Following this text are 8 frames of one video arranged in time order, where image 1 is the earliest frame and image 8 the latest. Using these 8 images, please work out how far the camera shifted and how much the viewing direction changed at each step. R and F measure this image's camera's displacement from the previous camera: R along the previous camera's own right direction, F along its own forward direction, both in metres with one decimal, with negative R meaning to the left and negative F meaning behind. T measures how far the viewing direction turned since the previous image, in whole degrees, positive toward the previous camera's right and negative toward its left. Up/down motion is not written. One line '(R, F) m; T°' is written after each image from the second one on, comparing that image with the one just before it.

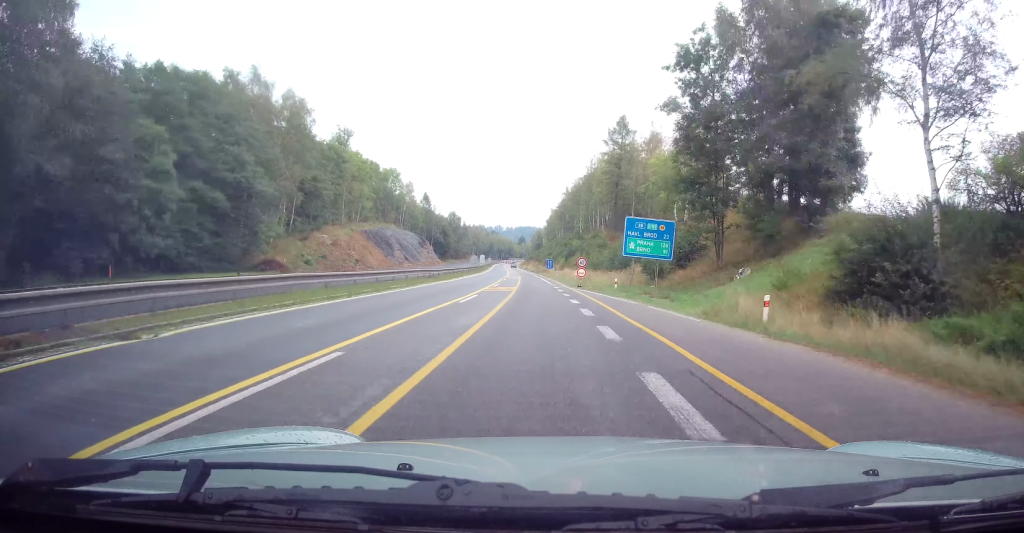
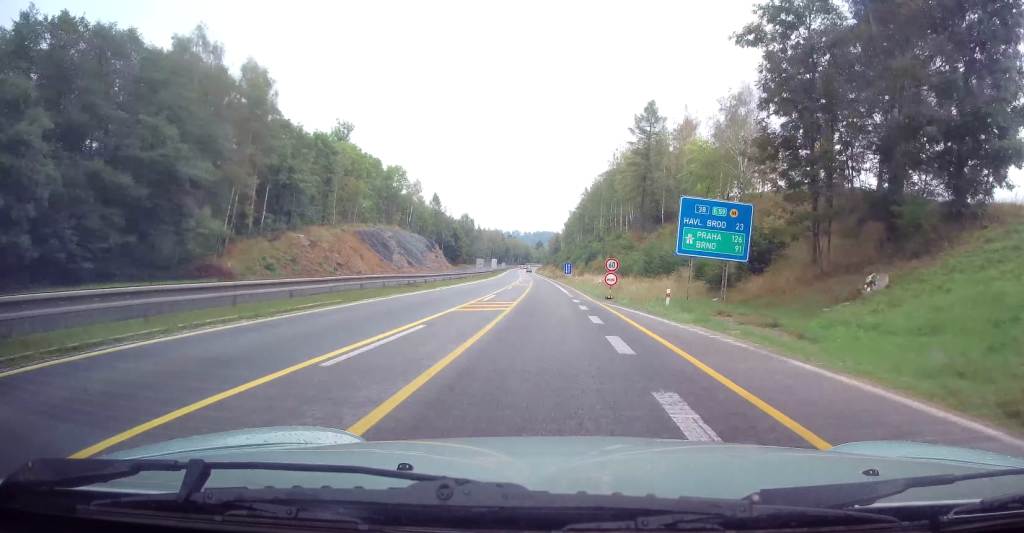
(-0.2, +12.5) m; -1°
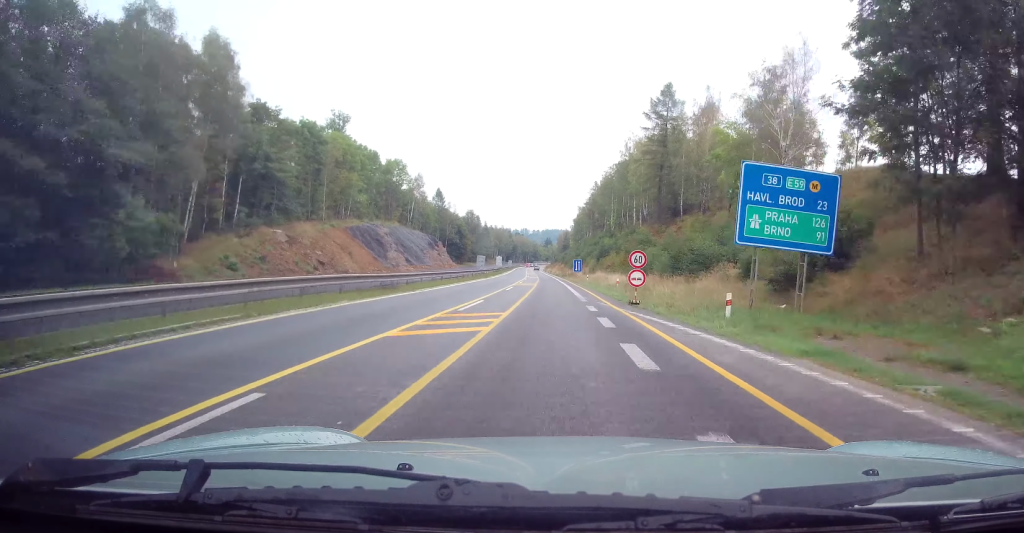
(-0.1, +7.9) m; -1°
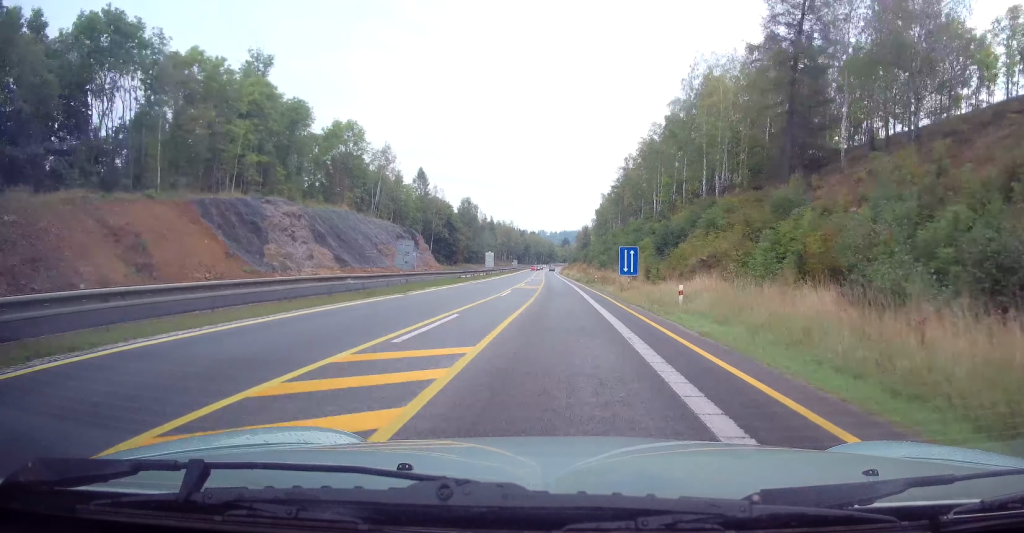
(-0.8, +42.2) m; -1°
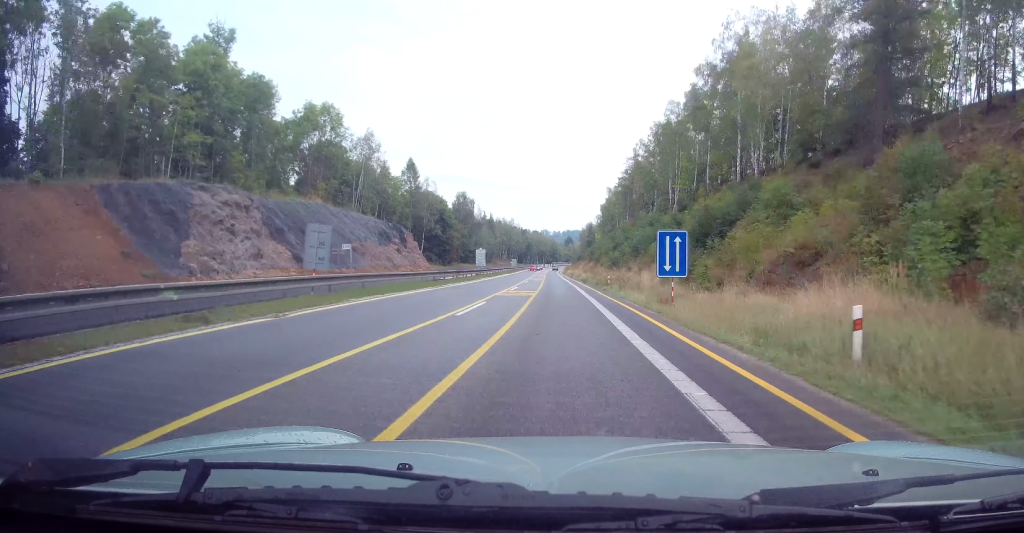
(+0.1, +11.7) m; 0°
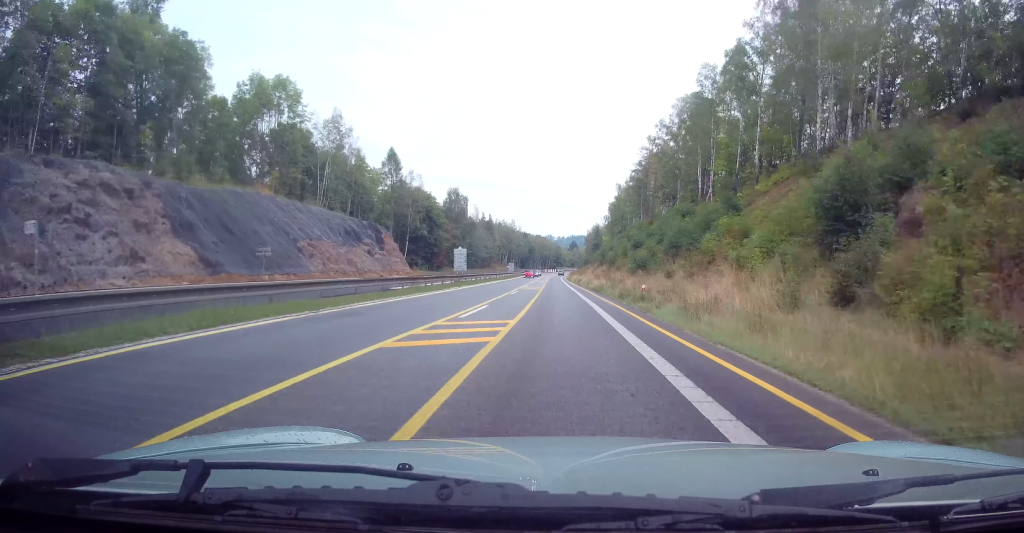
(-0.1, +17.0) m; -1°
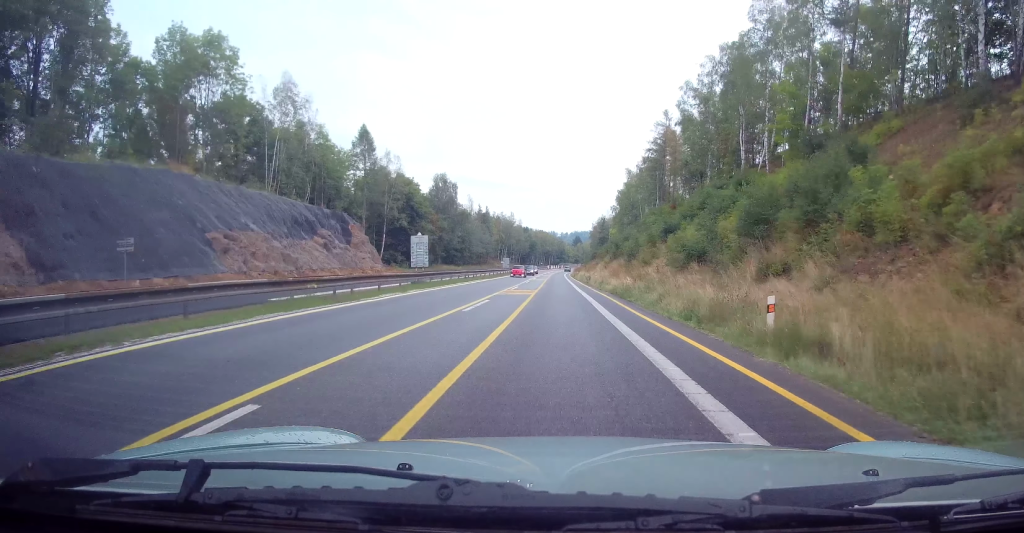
(-0.3, +16.3) m; -1°
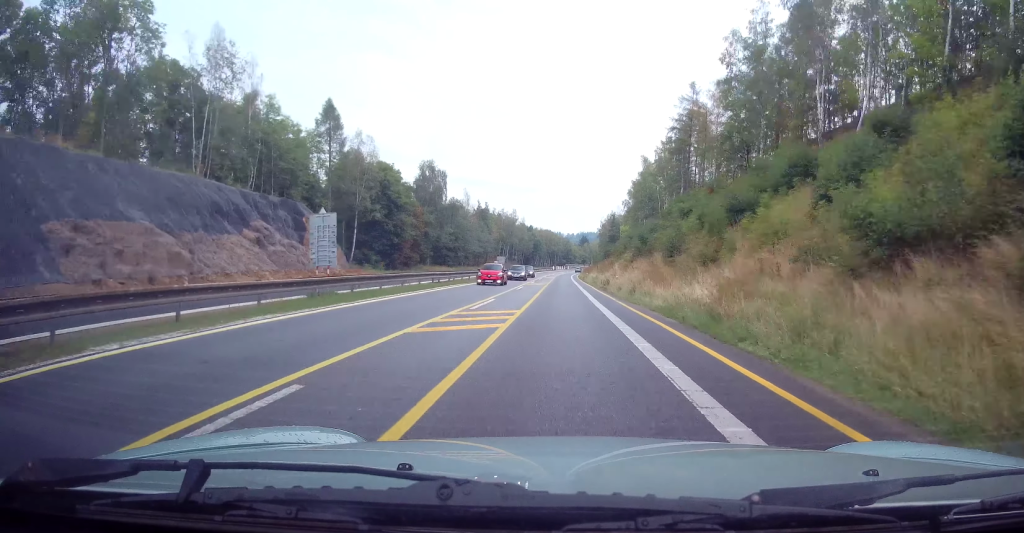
(0.0, +16.4) m; 0°
